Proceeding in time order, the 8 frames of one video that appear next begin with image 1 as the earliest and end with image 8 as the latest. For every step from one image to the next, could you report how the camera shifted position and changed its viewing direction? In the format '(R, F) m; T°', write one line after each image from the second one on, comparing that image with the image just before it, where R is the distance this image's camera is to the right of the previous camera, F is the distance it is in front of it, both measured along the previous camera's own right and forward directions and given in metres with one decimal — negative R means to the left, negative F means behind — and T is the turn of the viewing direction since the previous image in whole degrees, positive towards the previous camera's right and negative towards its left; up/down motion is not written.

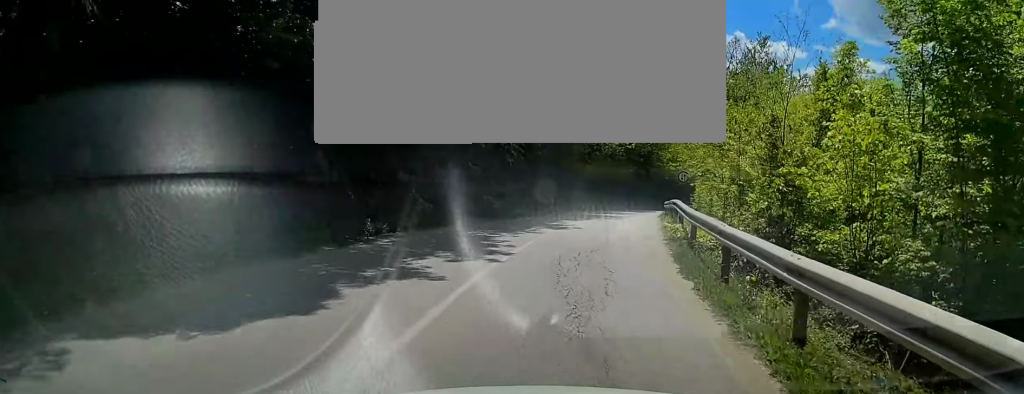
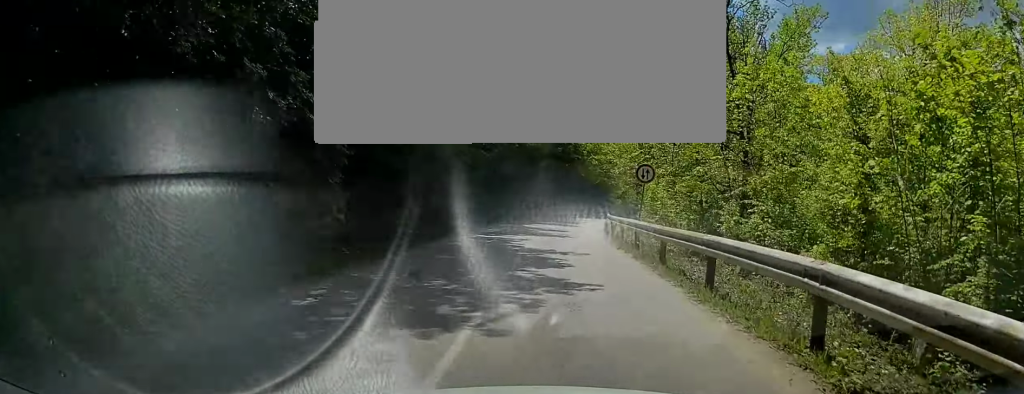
(+1.4, +15.2) m; +12°
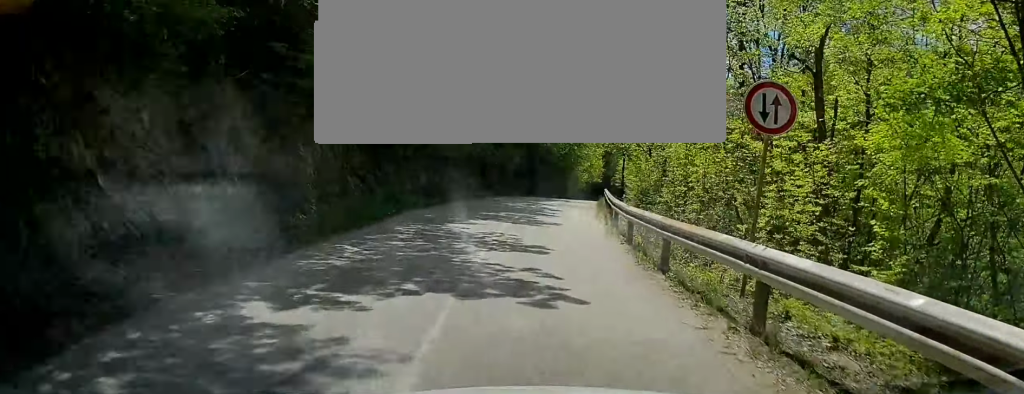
(+1.5, +14.8) m; +6°
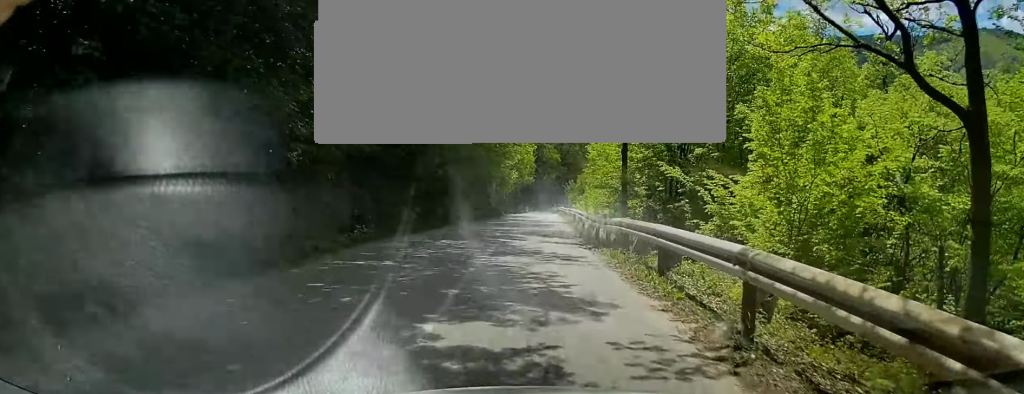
(+1.7, +30.3) m; +6°
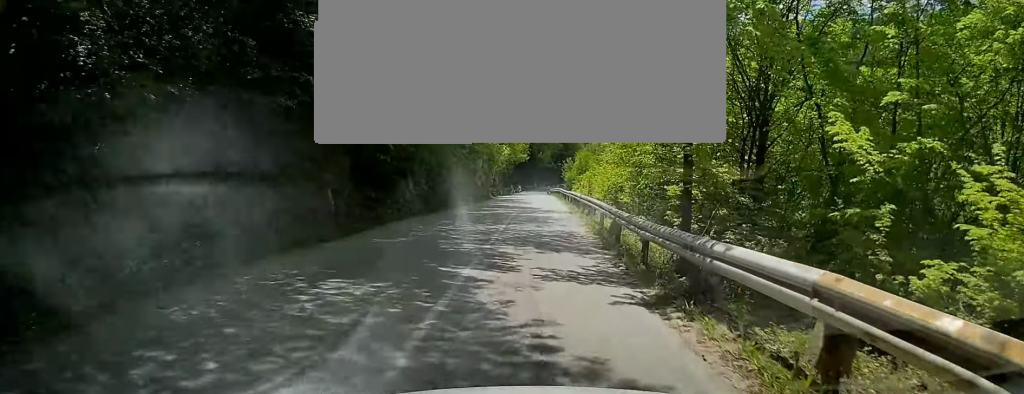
(+0.1, +9.1) m; +1°
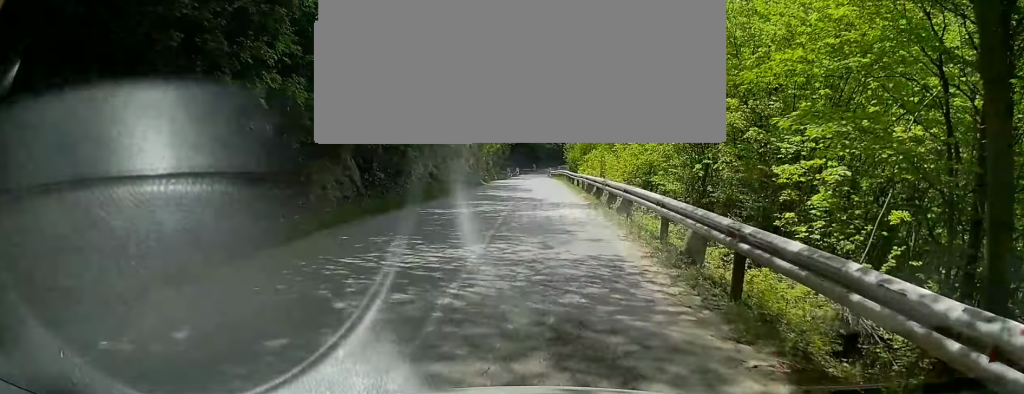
(-0.1, +8.7) m; 0°
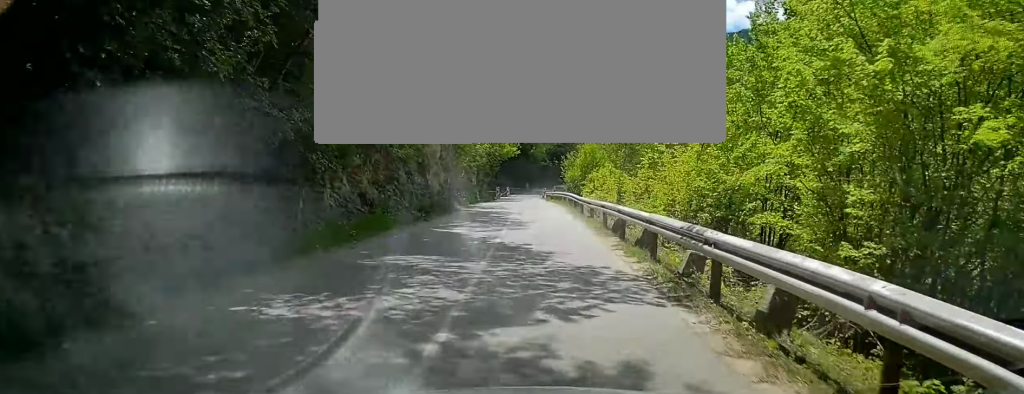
(0.0, +10.3) m; 0°
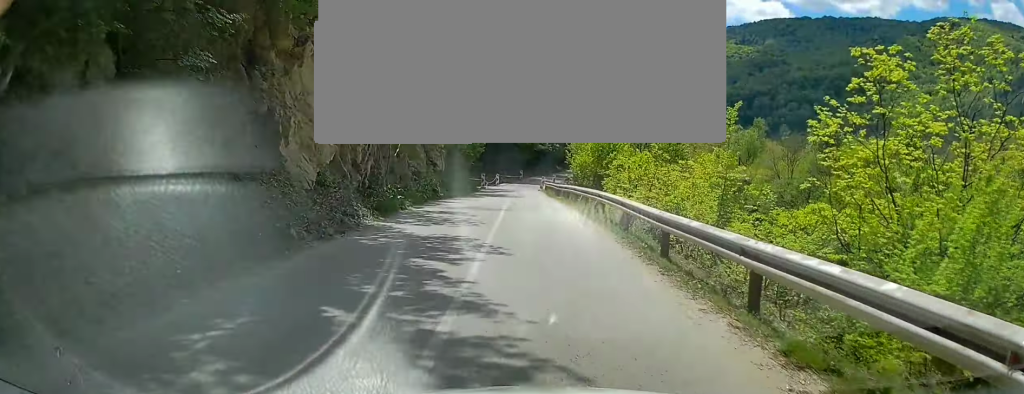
(0.0, +15.8) m; 0°
